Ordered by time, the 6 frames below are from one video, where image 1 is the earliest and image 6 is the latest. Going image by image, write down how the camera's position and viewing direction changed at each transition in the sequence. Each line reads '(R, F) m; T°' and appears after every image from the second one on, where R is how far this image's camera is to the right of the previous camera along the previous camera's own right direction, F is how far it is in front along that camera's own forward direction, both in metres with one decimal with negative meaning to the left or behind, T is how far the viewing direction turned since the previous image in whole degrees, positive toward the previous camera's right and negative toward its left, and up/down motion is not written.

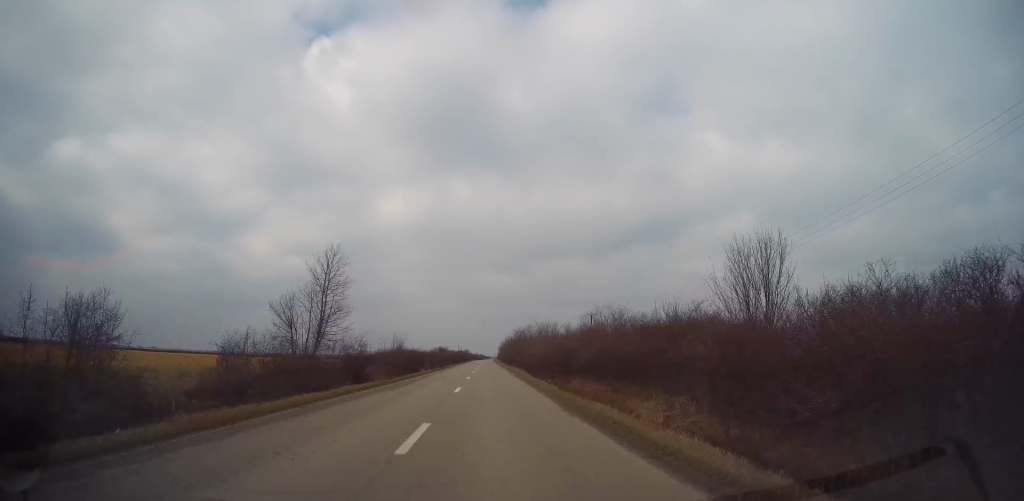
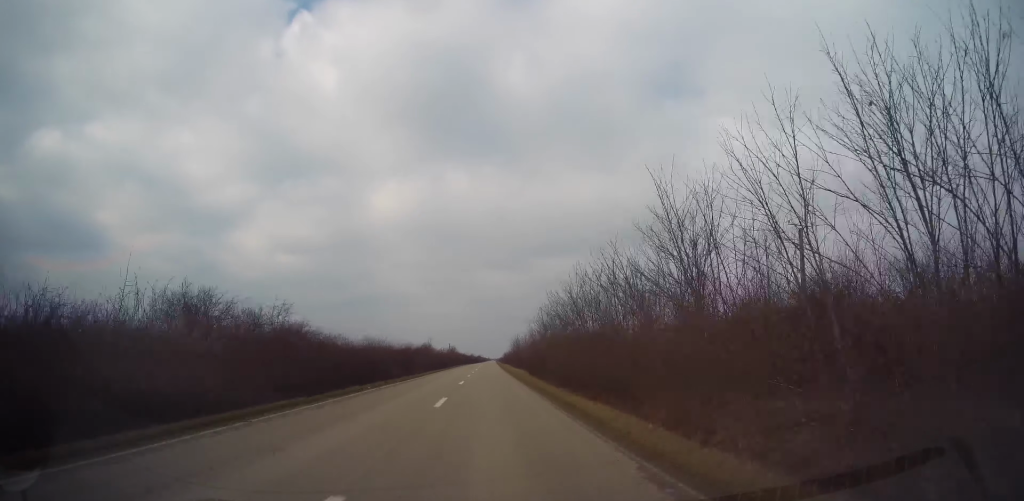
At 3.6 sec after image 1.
(-0.6, +98.1) m; 0°
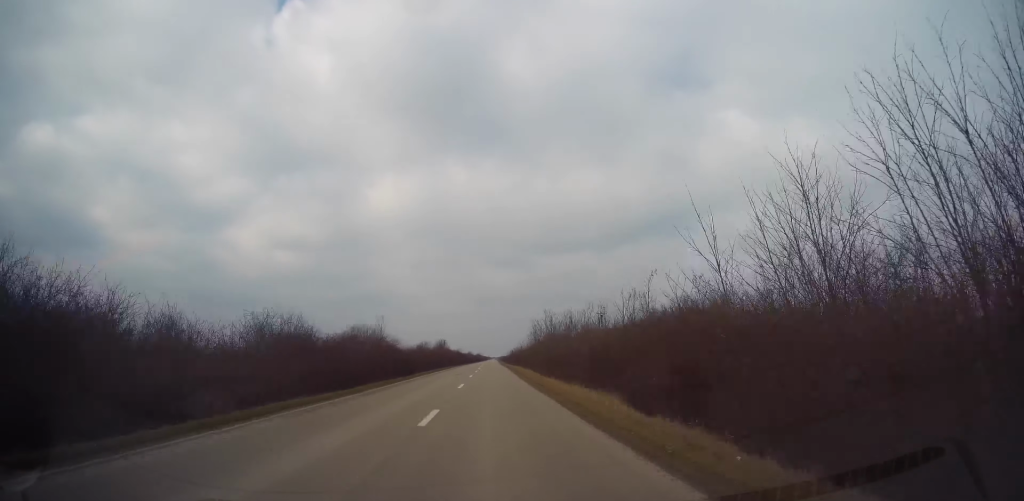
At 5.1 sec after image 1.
(-0.3, +39.6) m; -1°
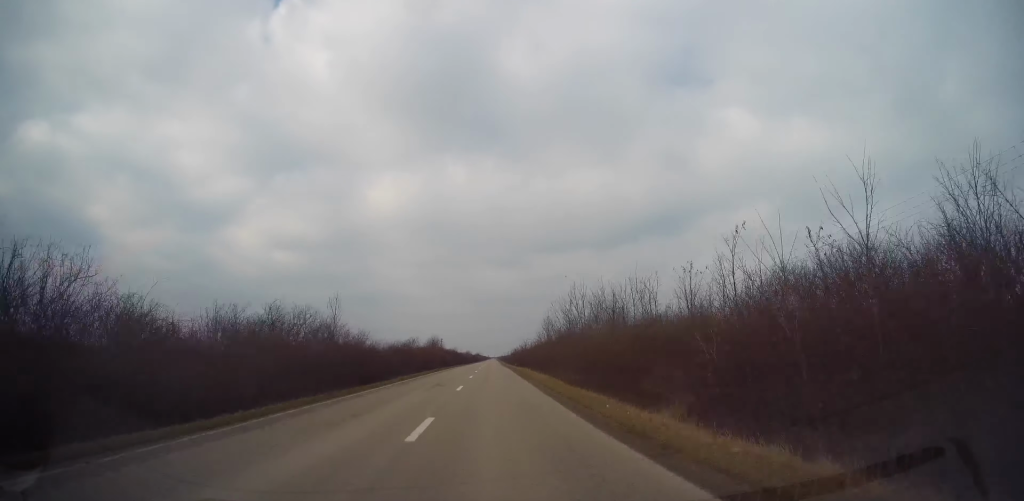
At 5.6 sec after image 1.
(-0.1, +13.8) m; 0°
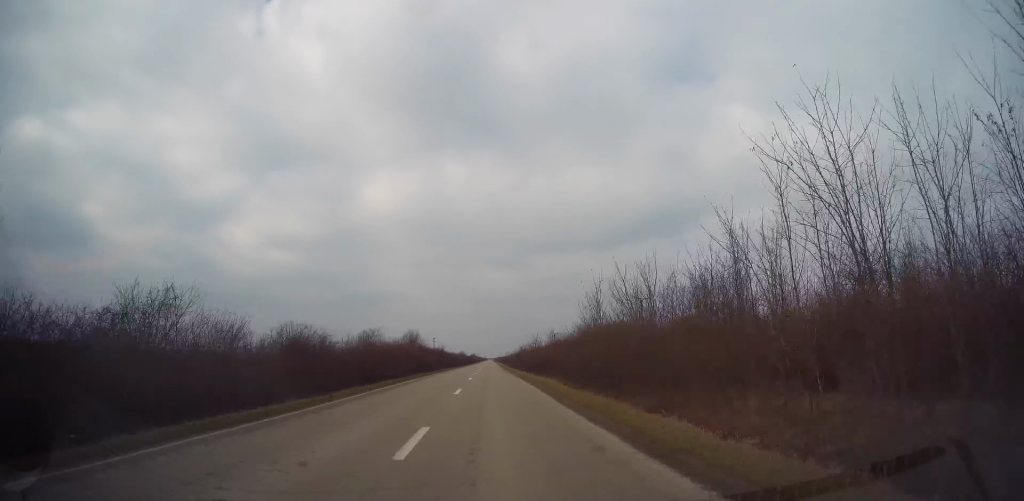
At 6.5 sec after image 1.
(+0.1, +24.9) m; 0°
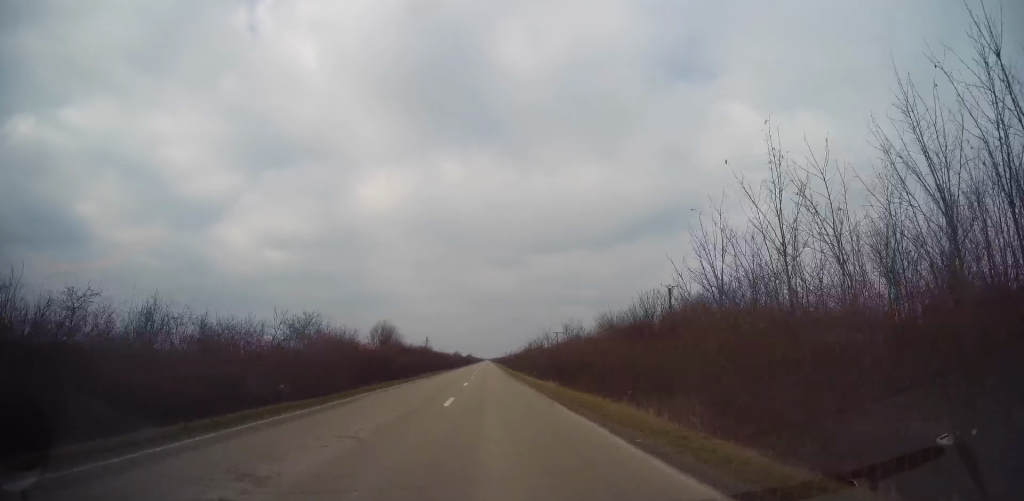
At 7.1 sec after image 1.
(+0.1, +17.5) m; 0°
